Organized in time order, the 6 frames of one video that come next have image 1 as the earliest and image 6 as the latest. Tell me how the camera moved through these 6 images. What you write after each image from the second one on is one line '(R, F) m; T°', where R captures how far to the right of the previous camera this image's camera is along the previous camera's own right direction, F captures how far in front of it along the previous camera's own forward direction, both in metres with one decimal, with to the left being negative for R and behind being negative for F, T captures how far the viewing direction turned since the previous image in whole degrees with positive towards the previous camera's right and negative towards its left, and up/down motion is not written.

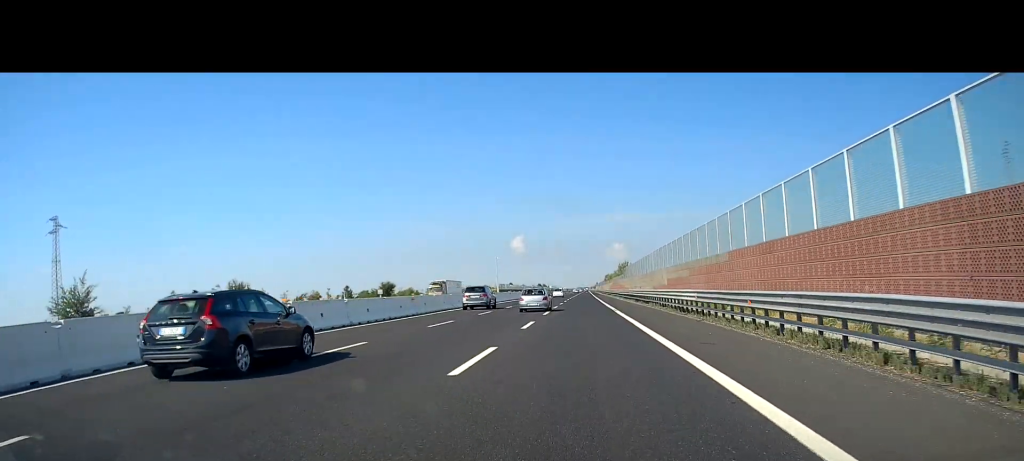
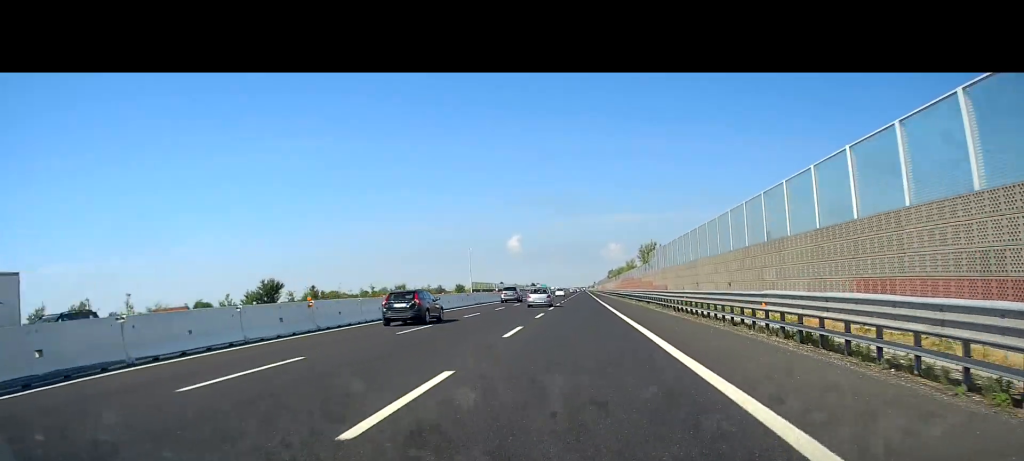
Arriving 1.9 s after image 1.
(+0.4, +51.0) m; +1°
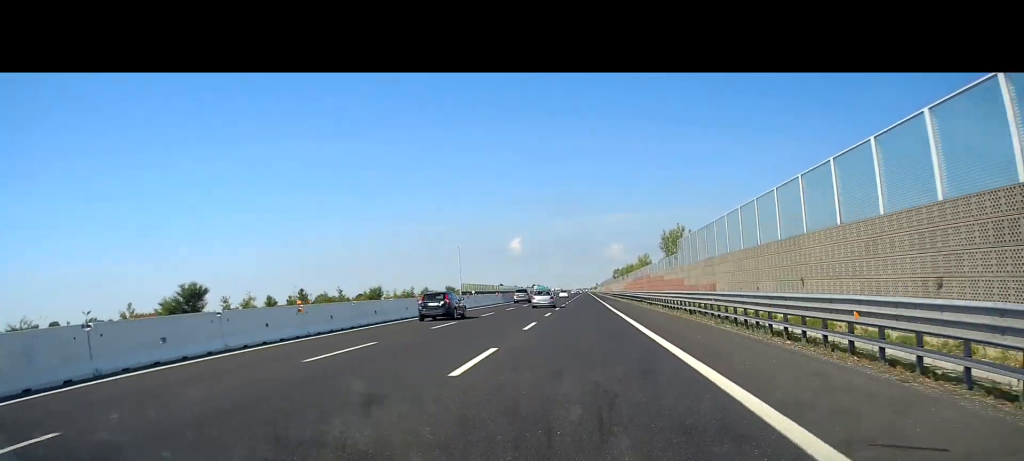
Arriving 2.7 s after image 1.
(0.0, +19.4) m; -1°
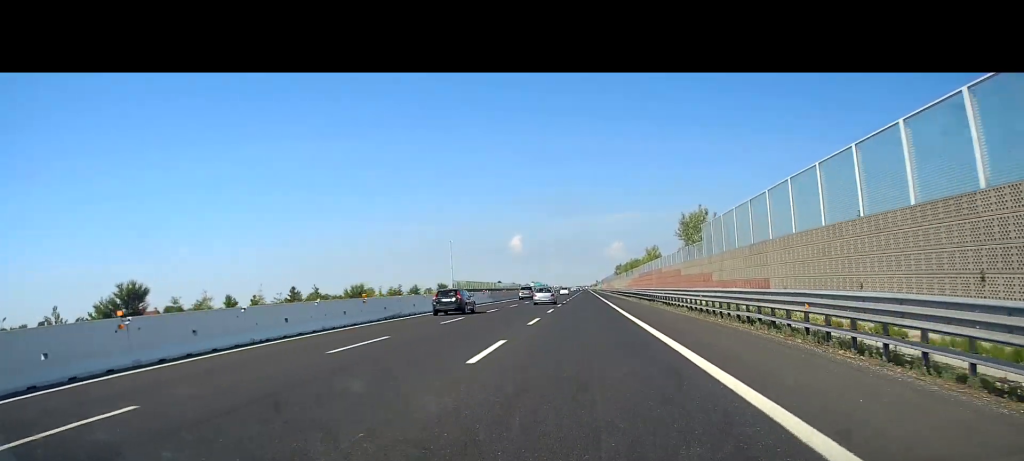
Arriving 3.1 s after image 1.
(-0.2, +10.6) m; 0°
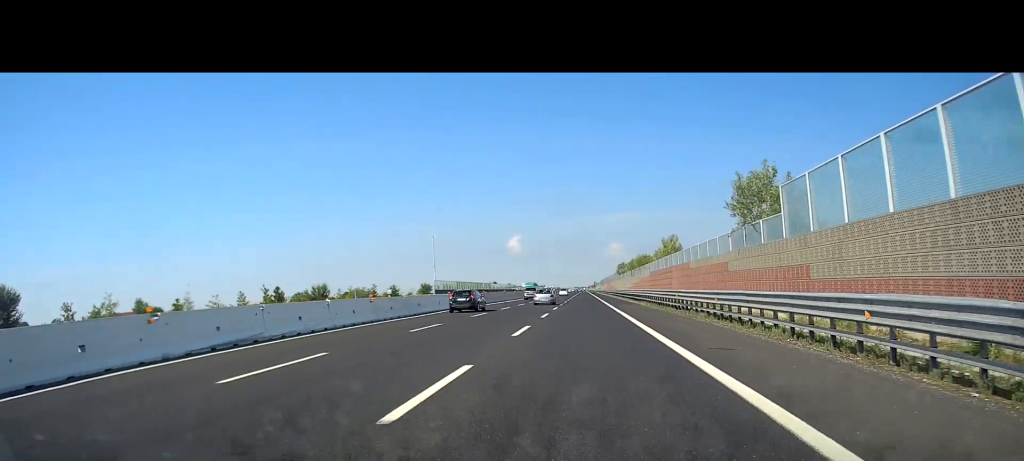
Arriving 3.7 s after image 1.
(-0.1, +16.8) m; 0°
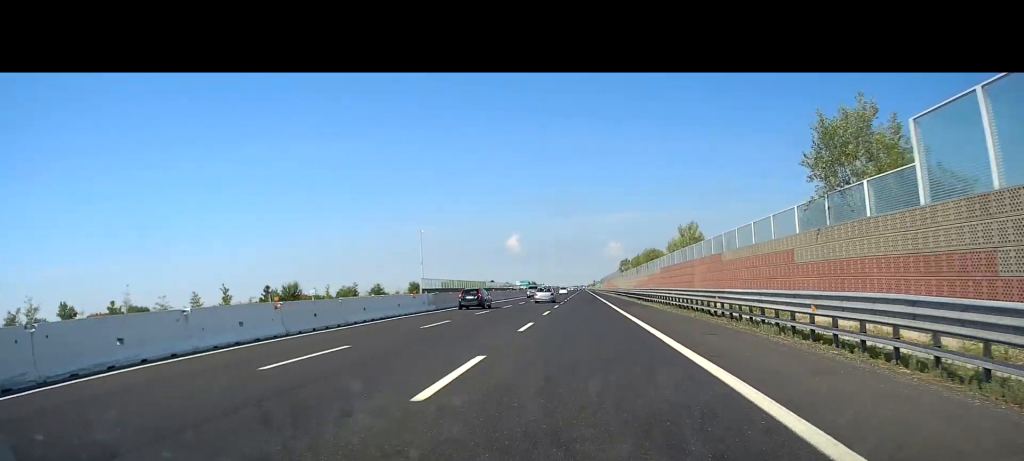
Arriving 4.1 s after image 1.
(+0.2, +10.6) m; 0°
